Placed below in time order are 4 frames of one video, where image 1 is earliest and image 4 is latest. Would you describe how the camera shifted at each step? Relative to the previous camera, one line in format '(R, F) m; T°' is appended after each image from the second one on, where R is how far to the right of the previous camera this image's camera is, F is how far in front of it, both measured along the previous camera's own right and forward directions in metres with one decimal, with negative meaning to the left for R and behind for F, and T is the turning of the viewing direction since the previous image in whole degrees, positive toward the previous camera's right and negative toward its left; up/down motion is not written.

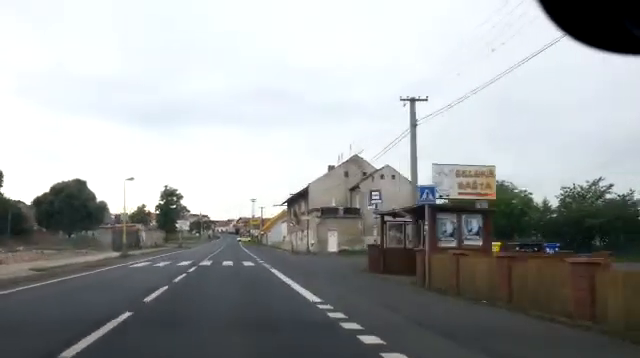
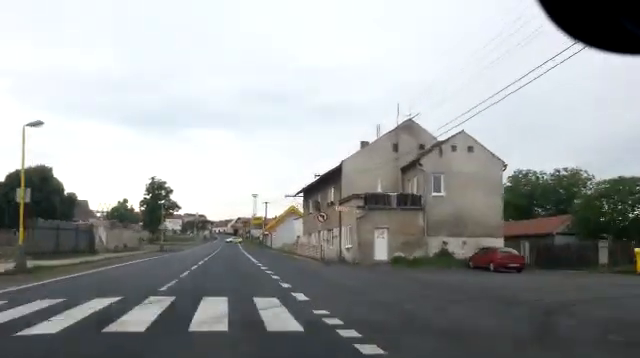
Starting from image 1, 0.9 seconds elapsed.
(+0.2, +16.9) m; 0°
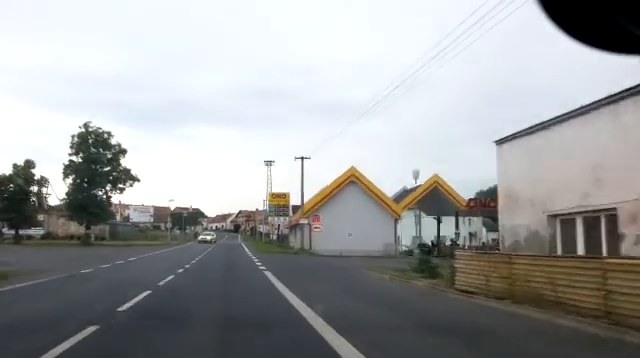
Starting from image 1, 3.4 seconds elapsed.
(-0.5, +44.2) m; +1°
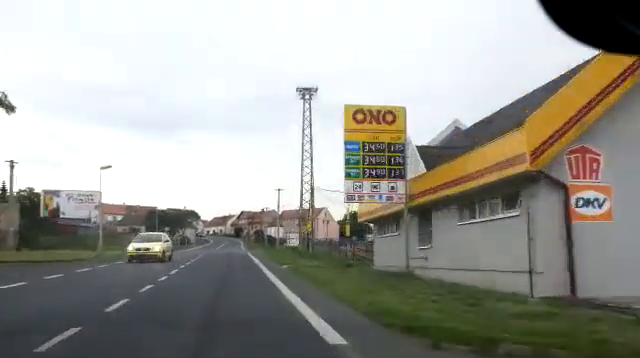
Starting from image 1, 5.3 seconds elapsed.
(0.0, +33.1) m; -1°
